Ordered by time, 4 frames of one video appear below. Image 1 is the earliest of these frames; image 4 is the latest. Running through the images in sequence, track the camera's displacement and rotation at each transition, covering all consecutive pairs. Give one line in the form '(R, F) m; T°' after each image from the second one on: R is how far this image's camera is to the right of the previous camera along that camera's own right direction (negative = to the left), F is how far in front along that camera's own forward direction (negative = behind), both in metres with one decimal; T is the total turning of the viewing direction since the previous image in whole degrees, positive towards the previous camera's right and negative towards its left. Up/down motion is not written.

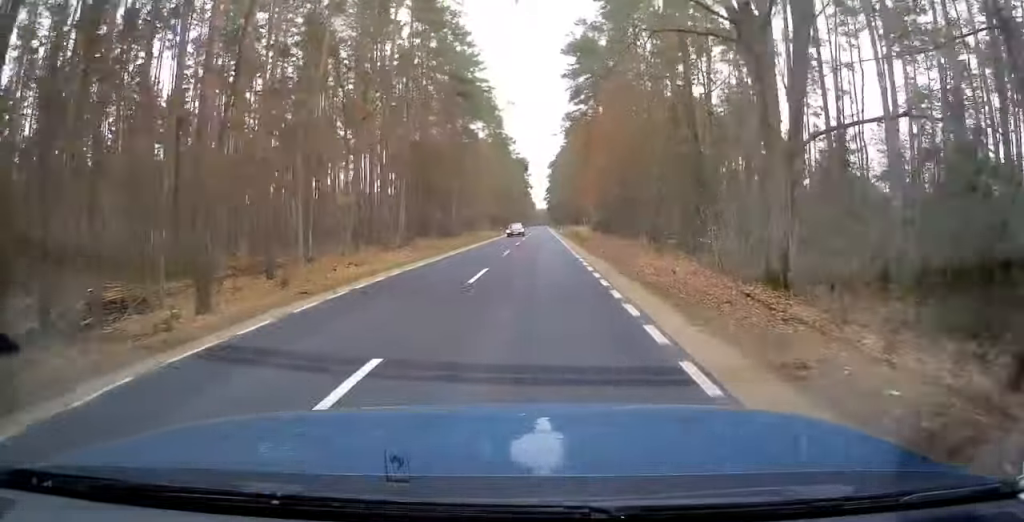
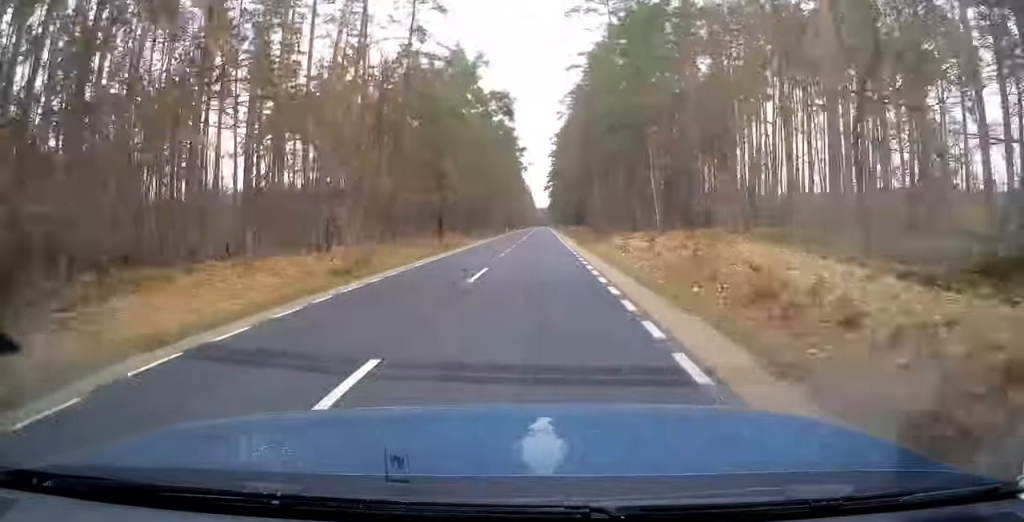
(-0.2, +83.6) m; 0°
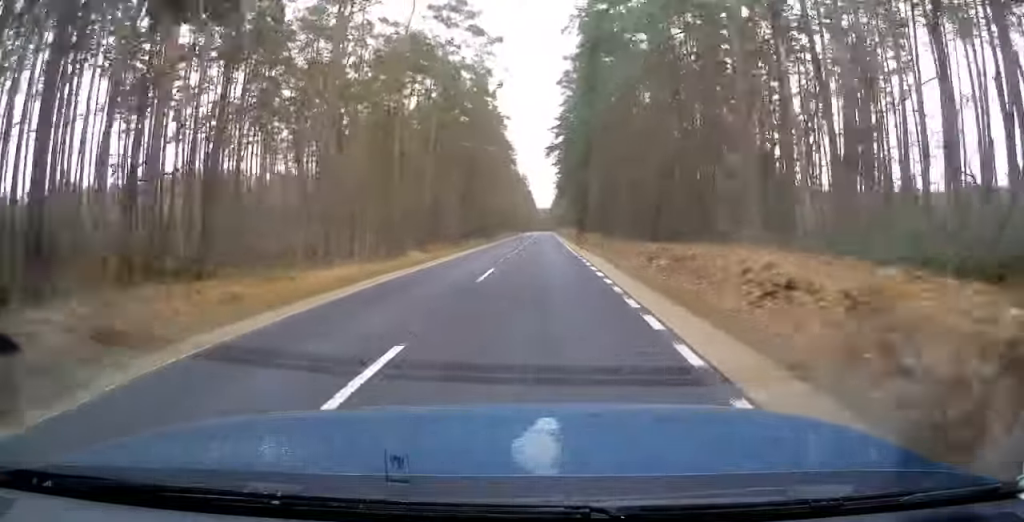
(-0.2, +96.7) m; 0°
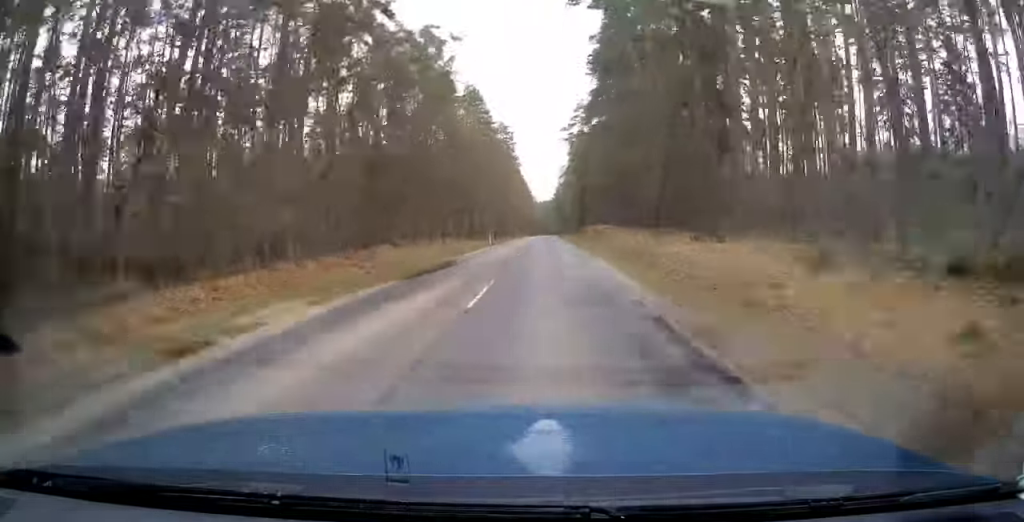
(-0.5, +139.2) m; 0°
